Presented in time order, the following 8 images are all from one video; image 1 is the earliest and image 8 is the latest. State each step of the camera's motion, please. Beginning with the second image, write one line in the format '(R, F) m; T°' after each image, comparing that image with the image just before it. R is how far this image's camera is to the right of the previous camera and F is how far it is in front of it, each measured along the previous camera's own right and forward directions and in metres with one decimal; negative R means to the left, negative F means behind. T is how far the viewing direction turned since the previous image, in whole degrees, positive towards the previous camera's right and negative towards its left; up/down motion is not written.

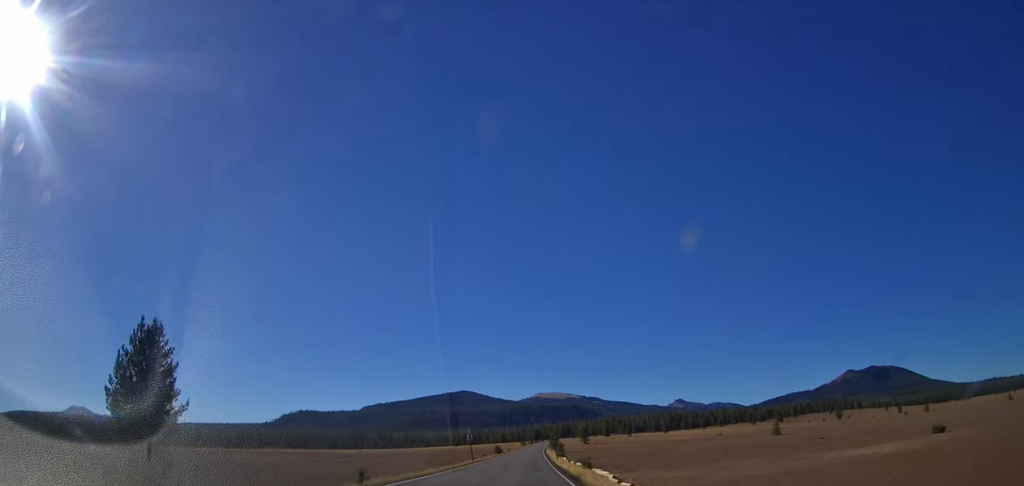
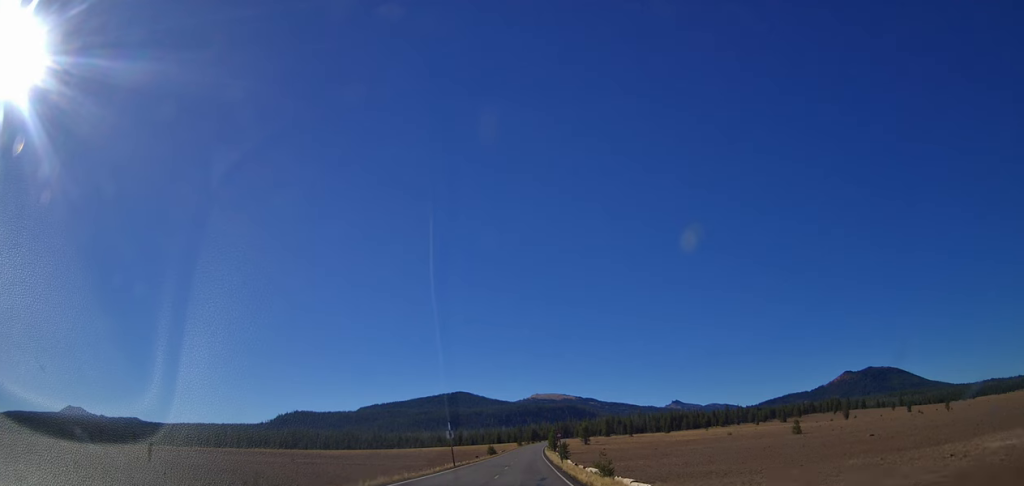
(-0.1, +13.8) m; +1°
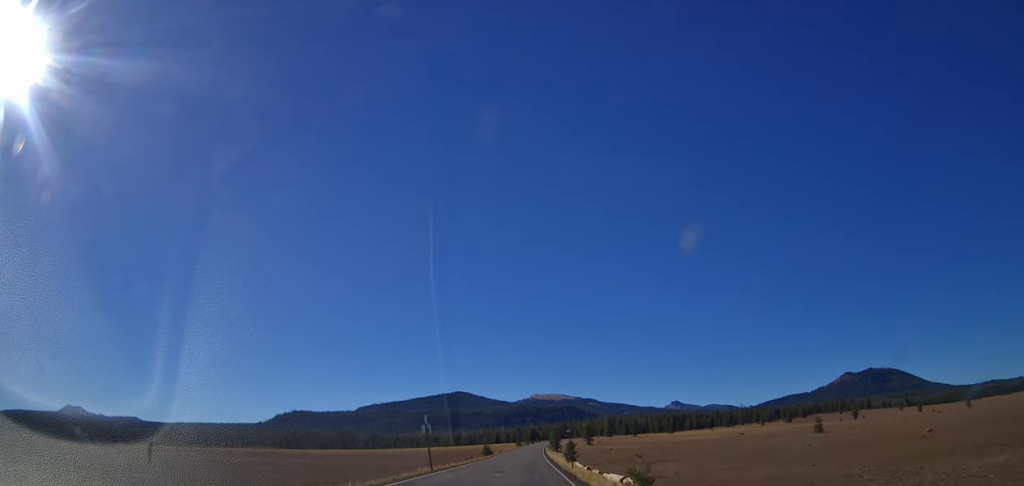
(+0.2, +11.4) m; +1°
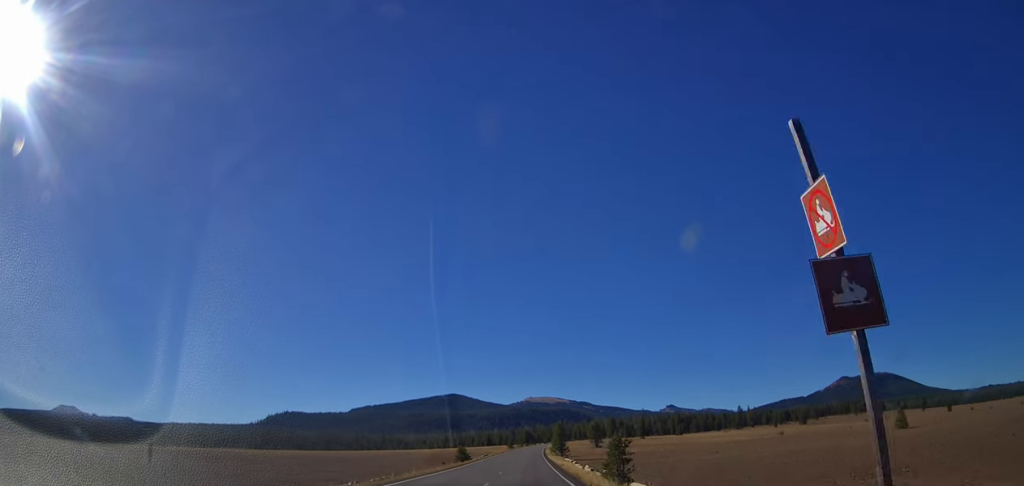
(+0.3, +33.3) m; +1°
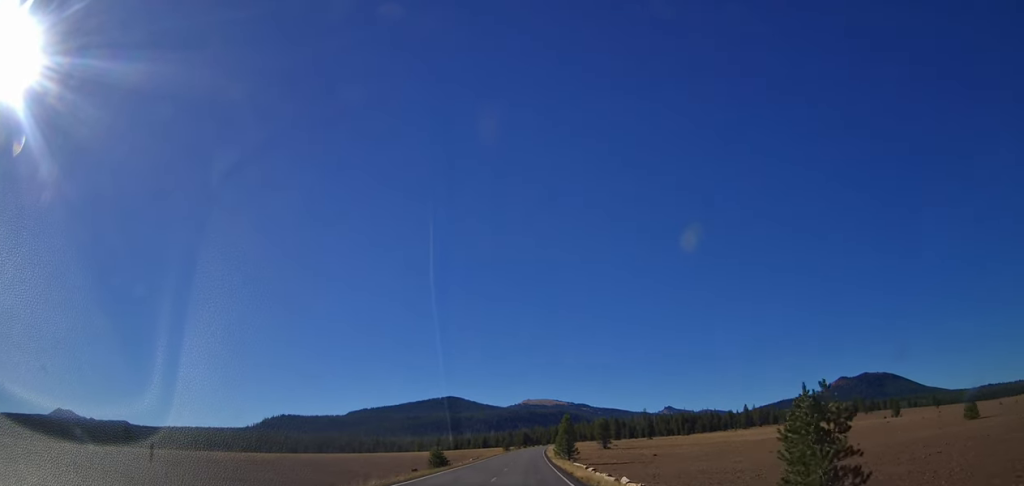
(0.0, +18.8) m; +1°
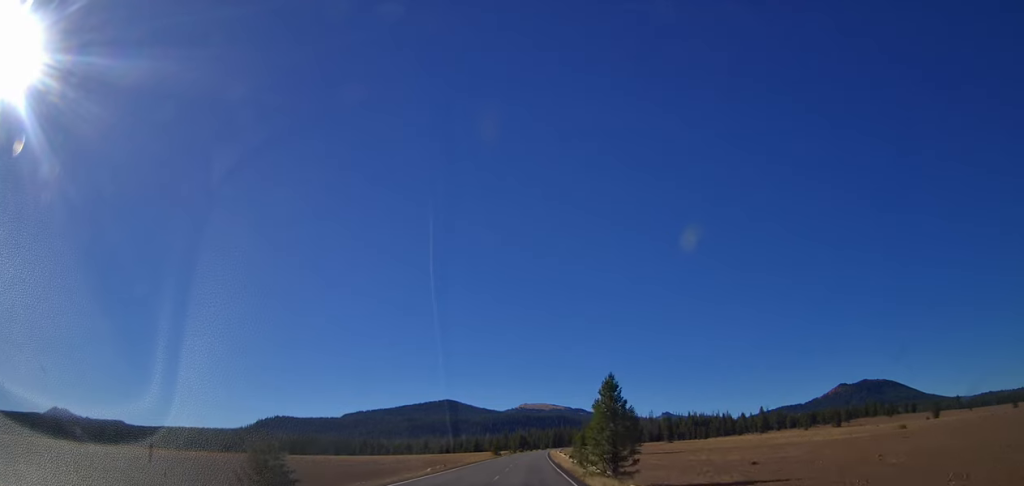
(+0.3, +36.3) m; 0°
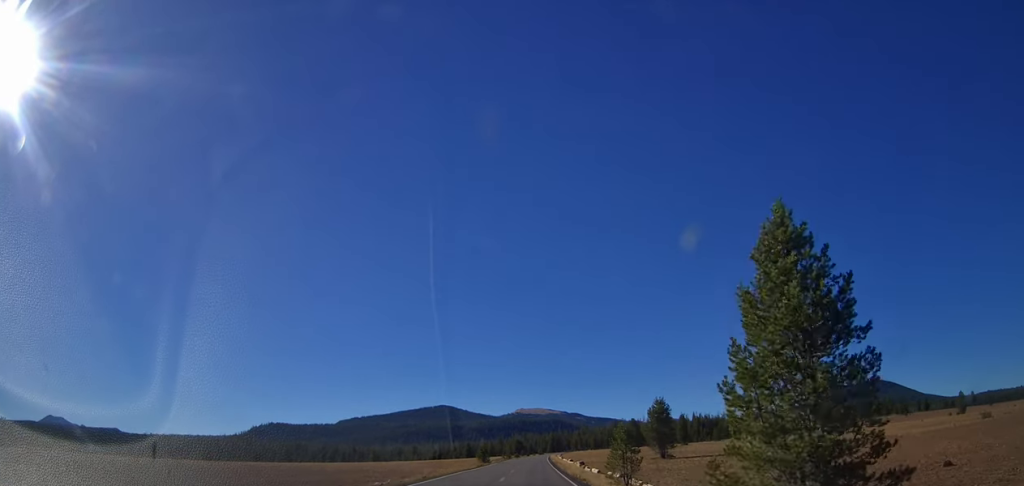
(-0.1, +22.6) m; 0°
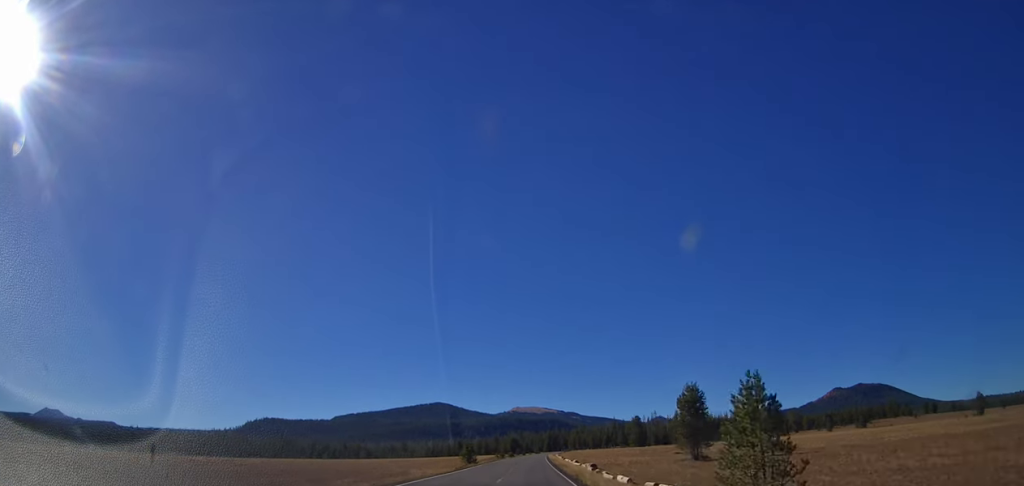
(-0.1, +15.1) m; +1°
